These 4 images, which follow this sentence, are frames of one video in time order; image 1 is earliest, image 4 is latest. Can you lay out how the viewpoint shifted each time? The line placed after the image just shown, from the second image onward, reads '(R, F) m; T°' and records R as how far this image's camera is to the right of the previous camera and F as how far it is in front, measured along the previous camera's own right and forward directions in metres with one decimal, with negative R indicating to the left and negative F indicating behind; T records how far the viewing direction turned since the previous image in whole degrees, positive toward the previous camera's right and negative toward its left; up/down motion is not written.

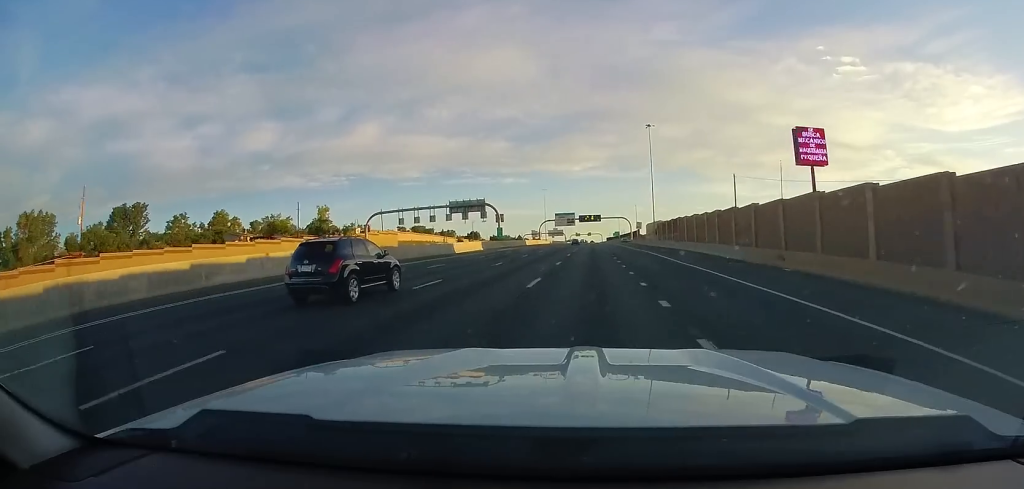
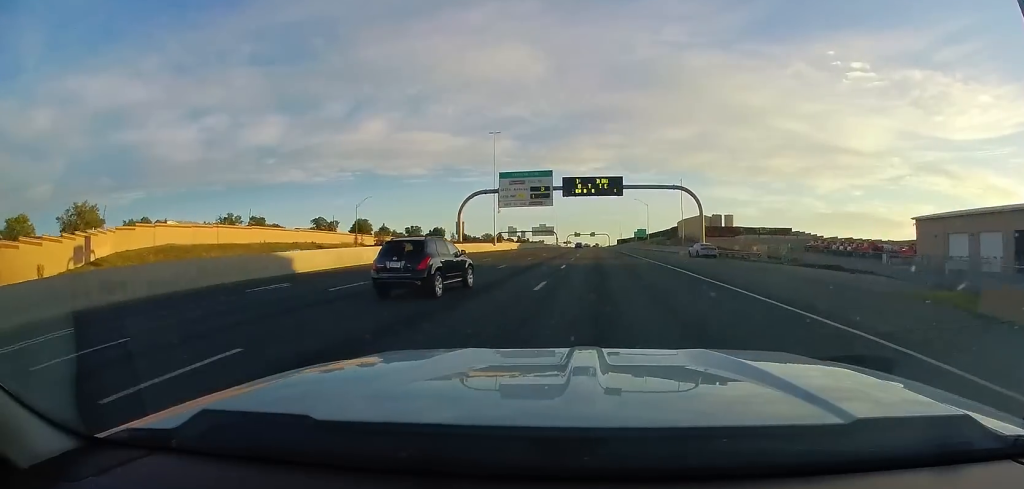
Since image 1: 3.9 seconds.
(+1.0, +108.3) m; 0°
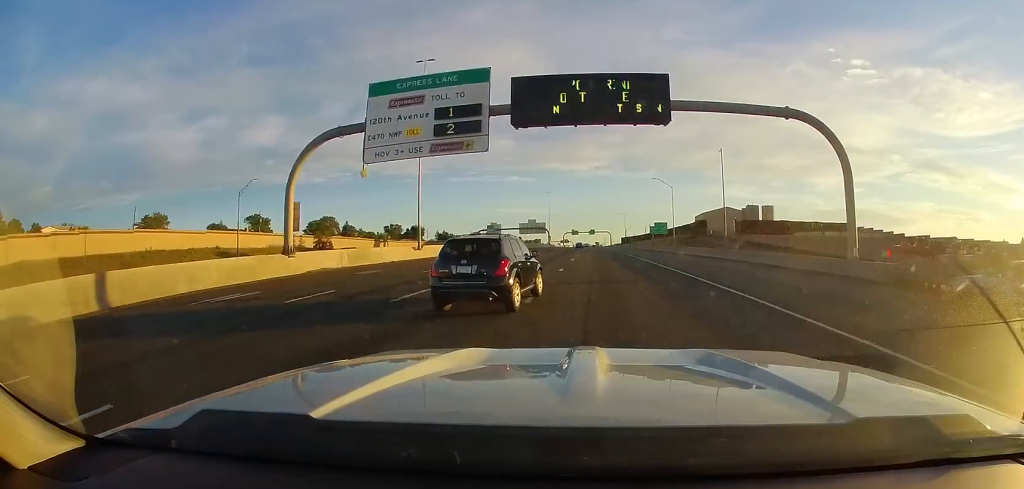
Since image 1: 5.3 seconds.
(-0.5, +39.3) m; -1°
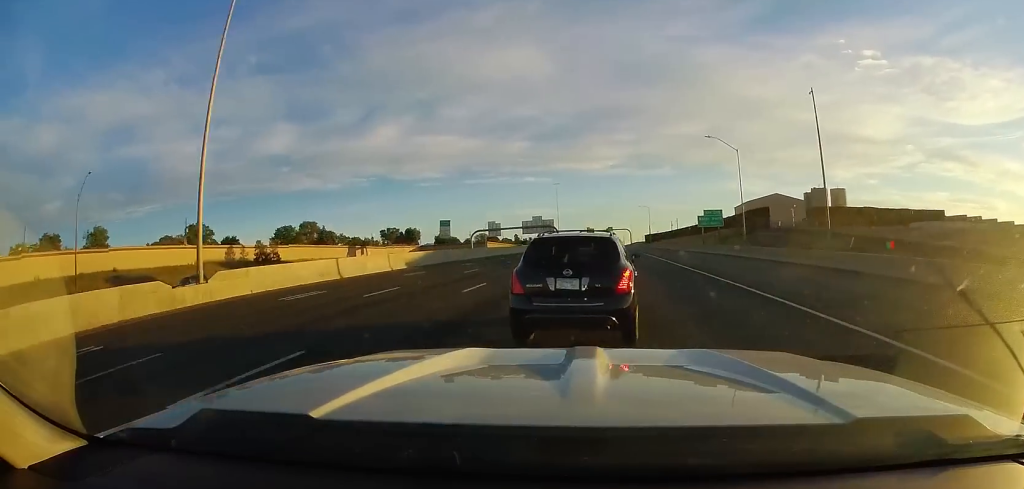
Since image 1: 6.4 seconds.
(-0.3, +33.0) m; -1°
